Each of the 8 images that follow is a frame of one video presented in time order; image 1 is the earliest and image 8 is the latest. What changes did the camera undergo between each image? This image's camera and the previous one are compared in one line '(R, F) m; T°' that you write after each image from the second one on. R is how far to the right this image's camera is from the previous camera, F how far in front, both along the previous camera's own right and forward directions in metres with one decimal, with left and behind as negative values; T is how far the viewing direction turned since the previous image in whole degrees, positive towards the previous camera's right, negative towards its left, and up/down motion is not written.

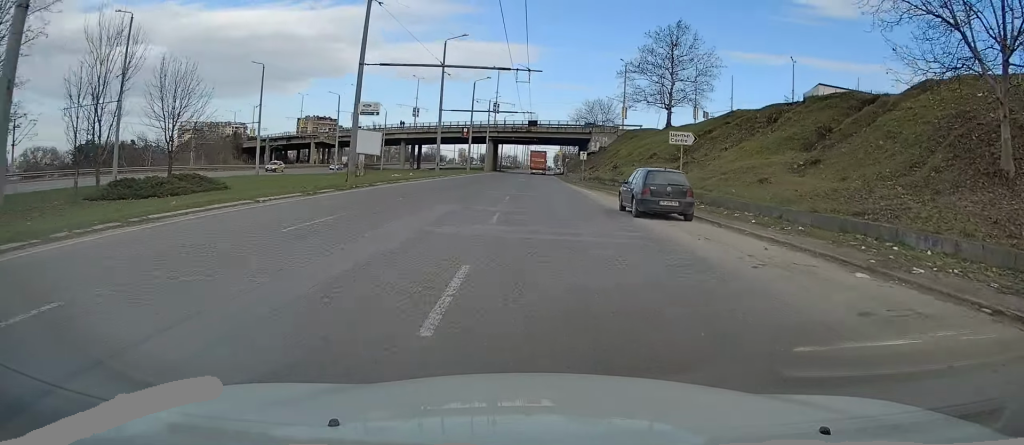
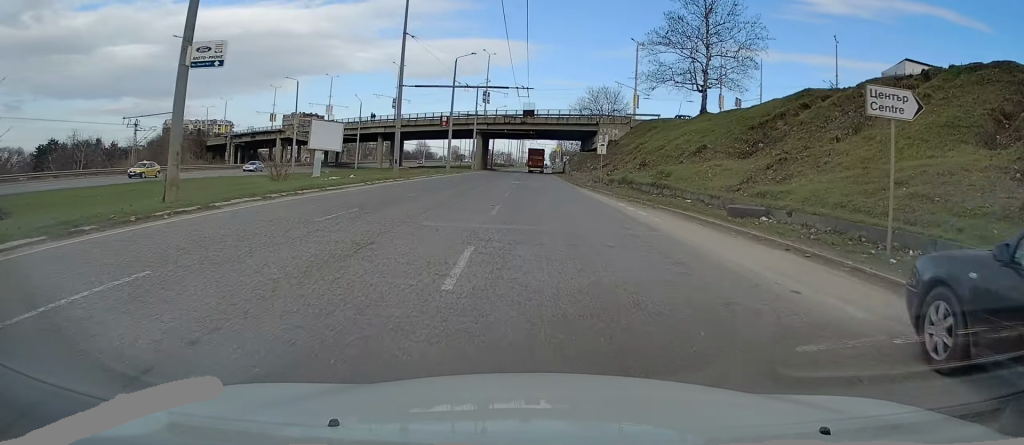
(-0.1, +16.5) m; 0°
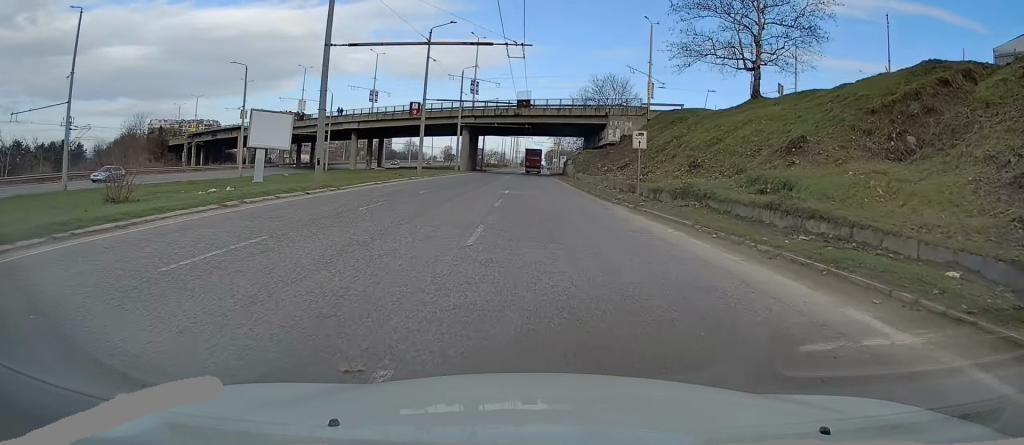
(+0.1, +14.7) m; +1°
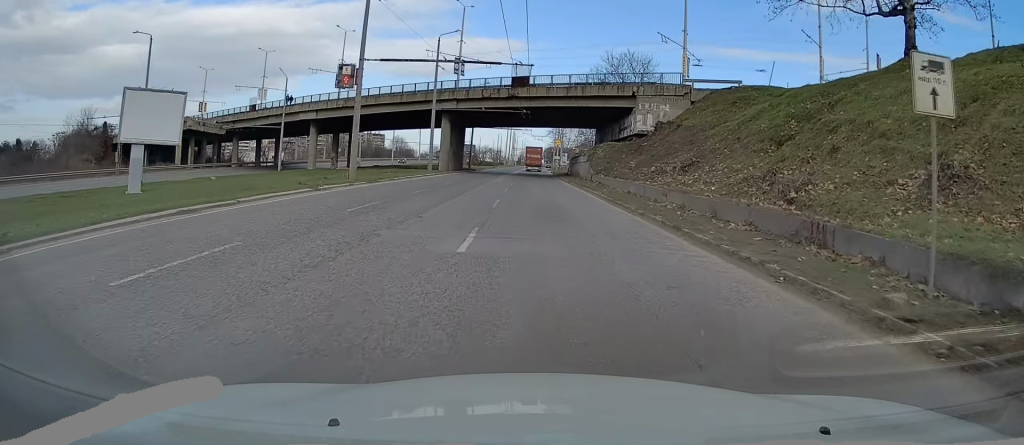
(+0.2, +19.2) m; 0°
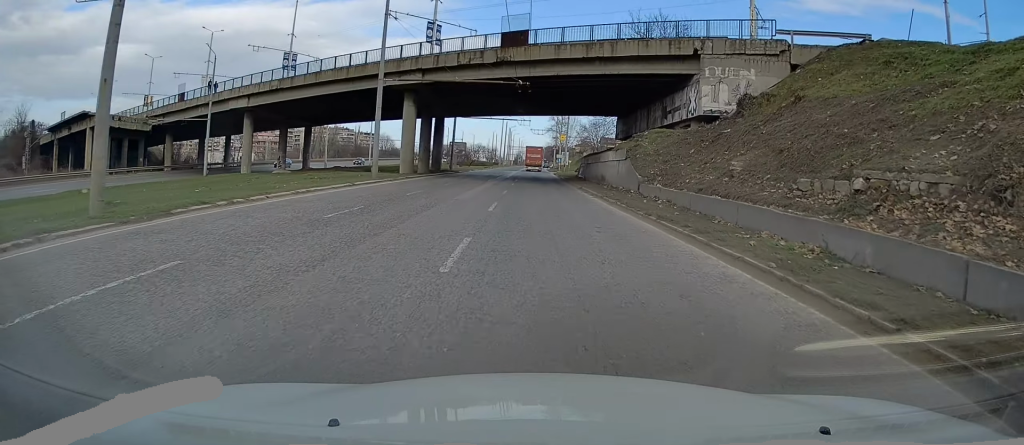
(-0.1, +19.8) m; -1°
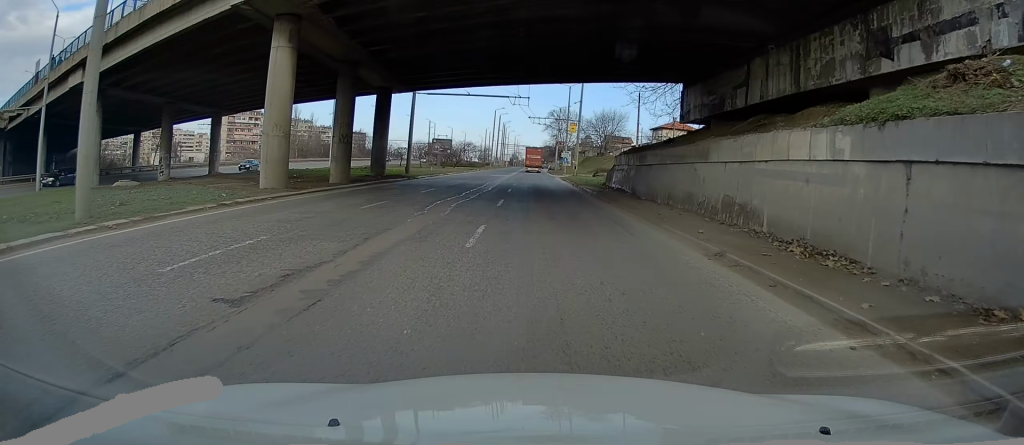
(+0.1, +24.8) m; +1°
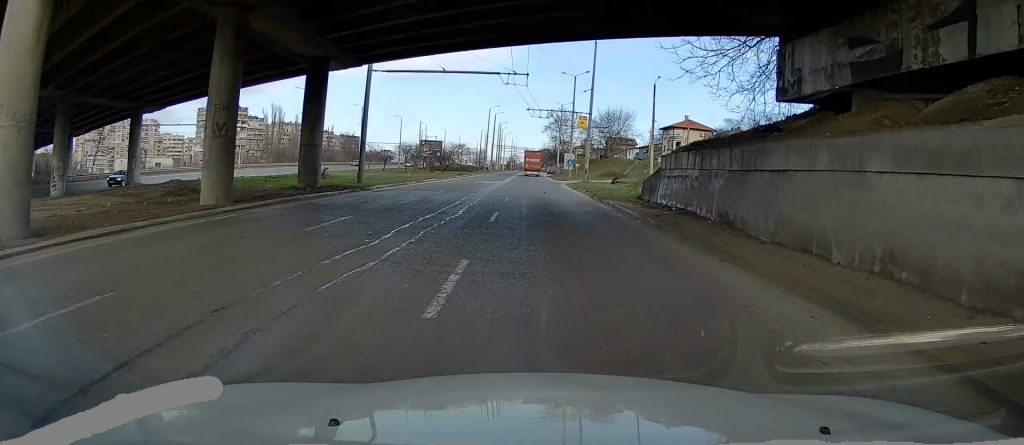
(+0.1, +13.1) m; 0°
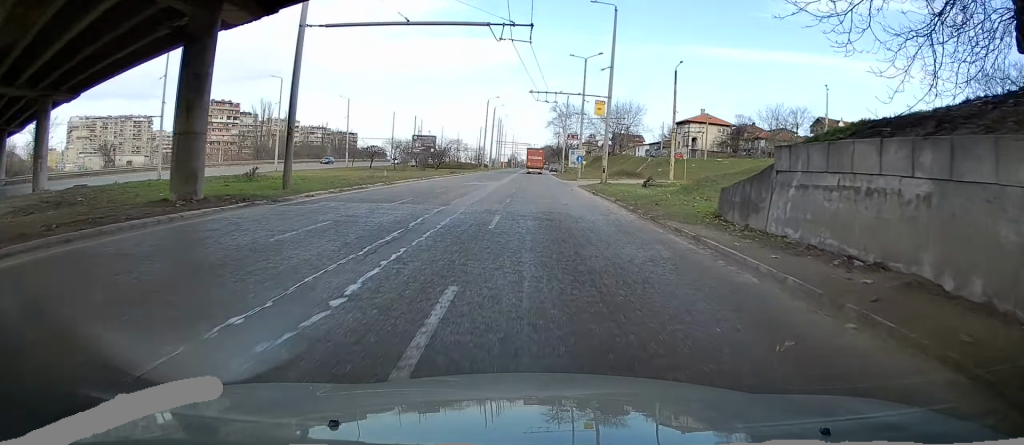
(-0.1, +11.0) m; 0°
